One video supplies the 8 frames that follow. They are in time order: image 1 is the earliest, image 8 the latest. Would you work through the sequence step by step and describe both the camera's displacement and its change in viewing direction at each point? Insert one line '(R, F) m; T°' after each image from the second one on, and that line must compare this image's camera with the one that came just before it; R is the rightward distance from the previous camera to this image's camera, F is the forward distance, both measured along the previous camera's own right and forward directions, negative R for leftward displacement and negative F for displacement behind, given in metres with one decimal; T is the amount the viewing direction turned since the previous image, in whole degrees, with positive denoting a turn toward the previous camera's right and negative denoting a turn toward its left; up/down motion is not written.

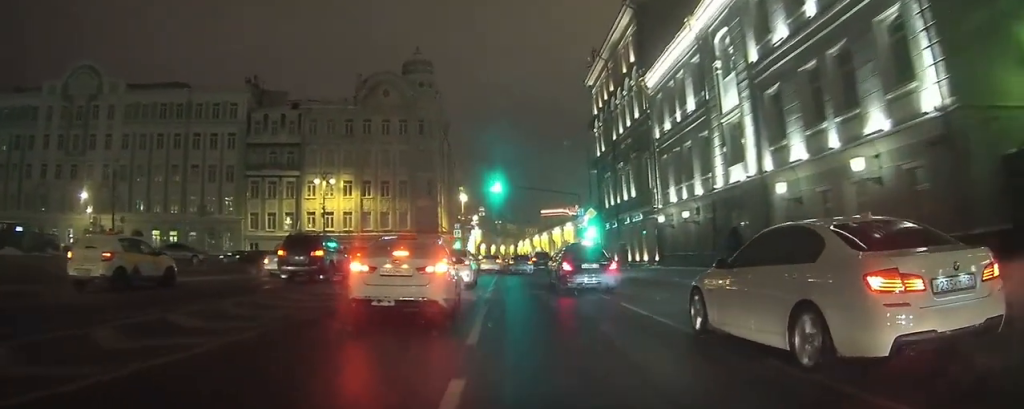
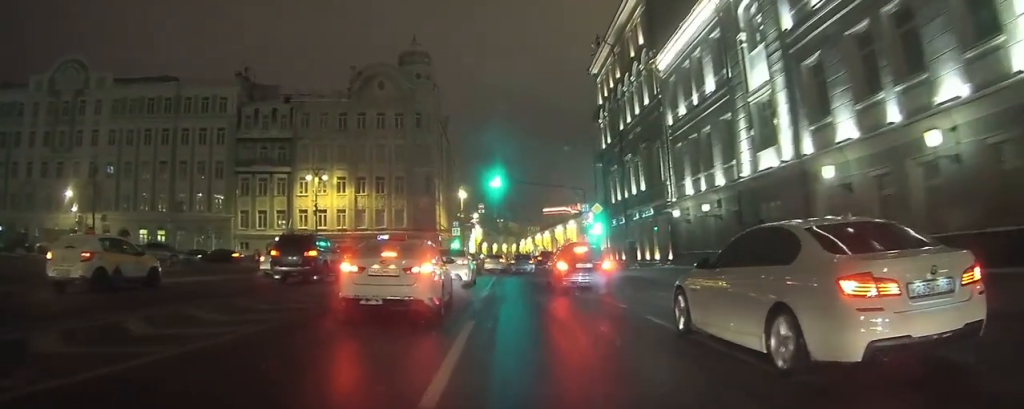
(0.0, +3.5) m; 0°
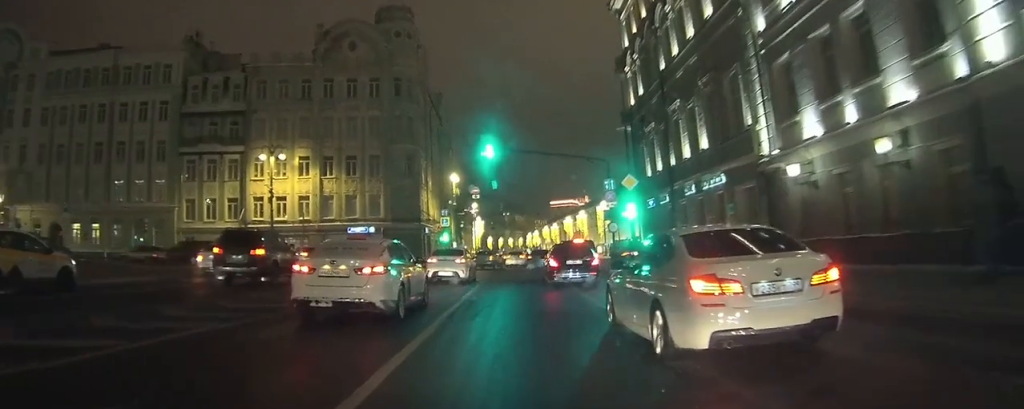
(0.0, +14.0) m; 0°
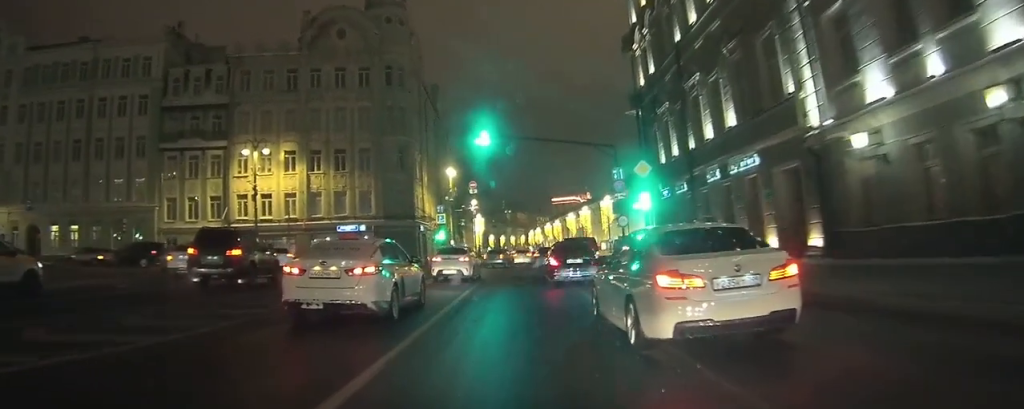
(0.0, +3.7) m; 0°
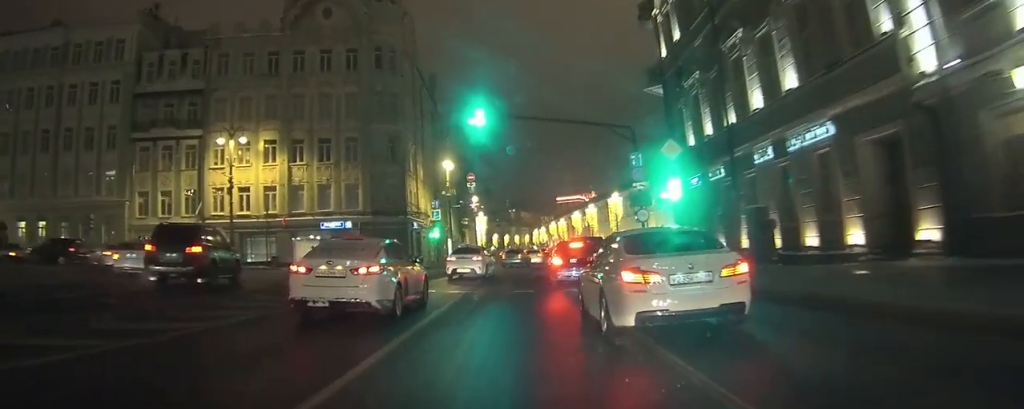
(0.0, +5.3) m; -1°
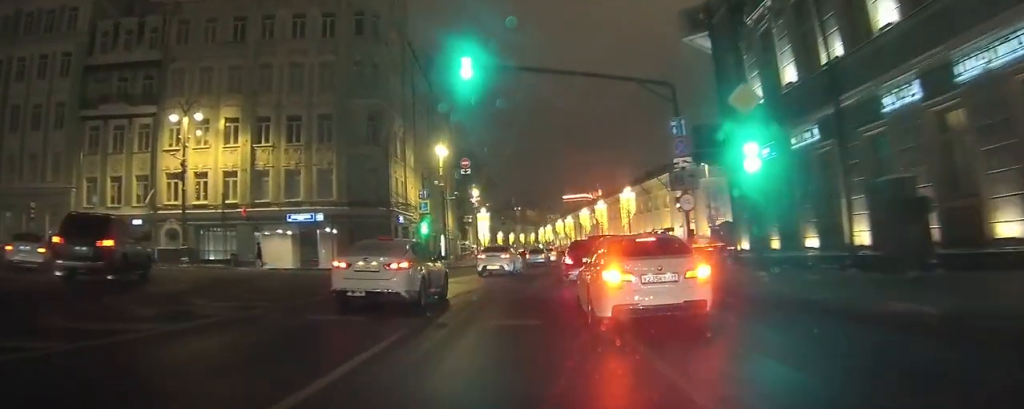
(-0.1, +8.0) m; -1°
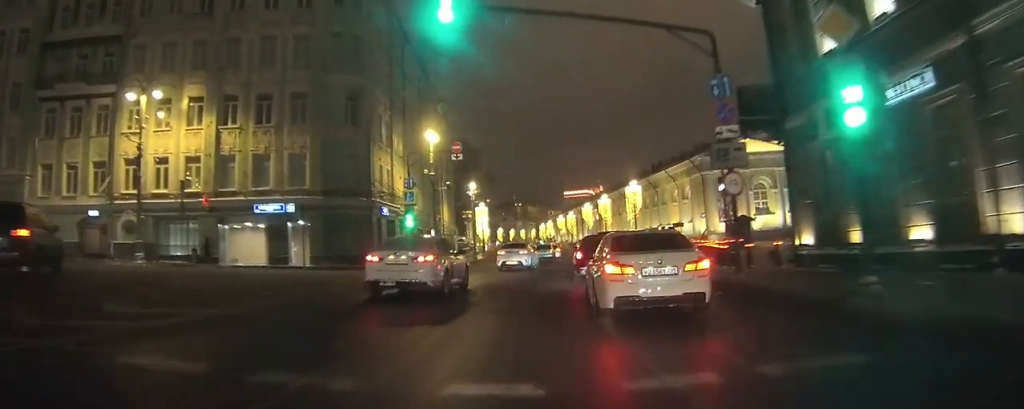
(0.0, +5.4) m; 0°
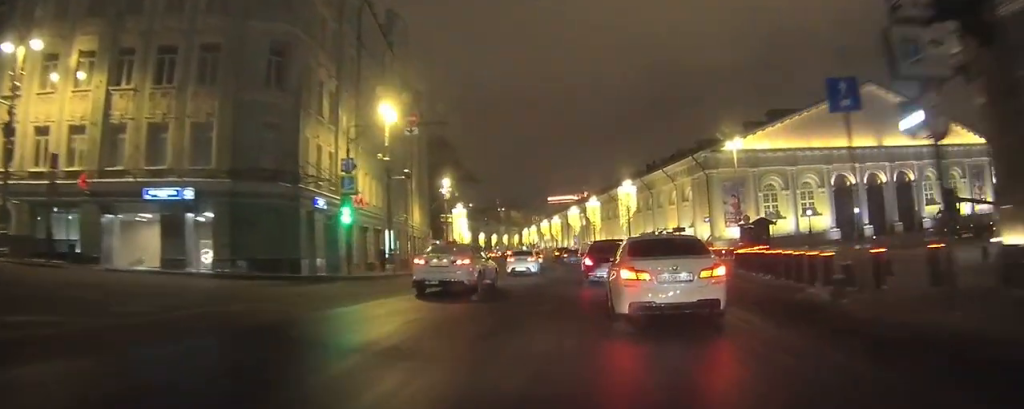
(+0.1, +9.8) m; +3°
